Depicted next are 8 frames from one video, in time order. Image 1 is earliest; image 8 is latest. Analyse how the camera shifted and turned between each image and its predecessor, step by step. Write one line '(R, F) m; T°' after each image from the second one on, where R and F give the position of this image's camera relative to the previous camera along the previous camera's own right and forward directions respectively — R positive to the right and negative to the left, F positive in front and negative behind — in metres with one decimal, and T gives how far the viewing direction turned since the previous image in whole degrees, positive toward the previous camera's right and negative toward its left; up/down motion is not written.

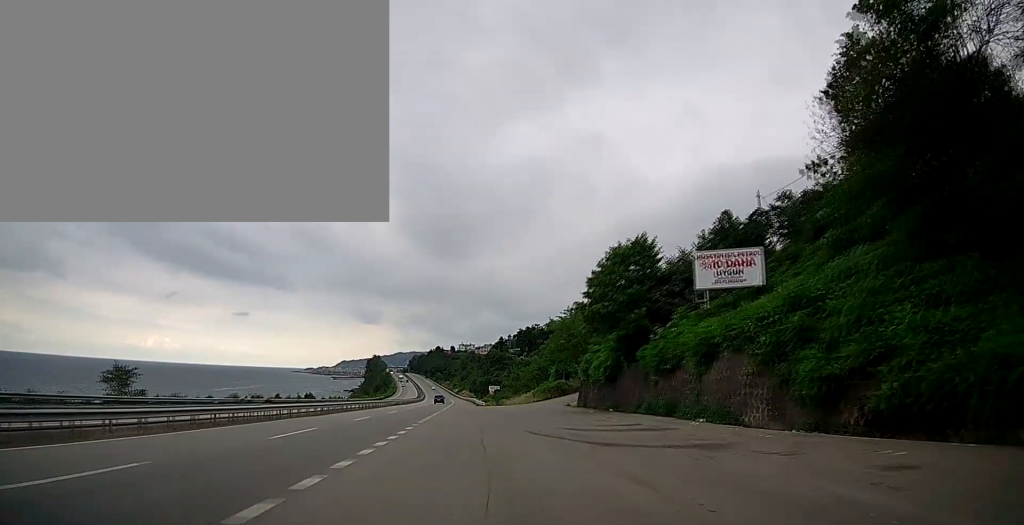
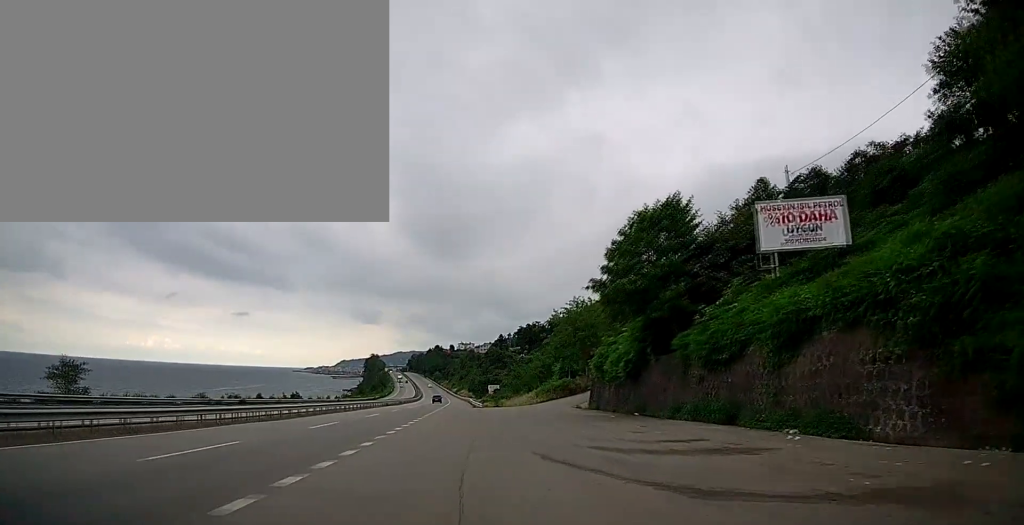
(0.0, +6.9) m; +1°
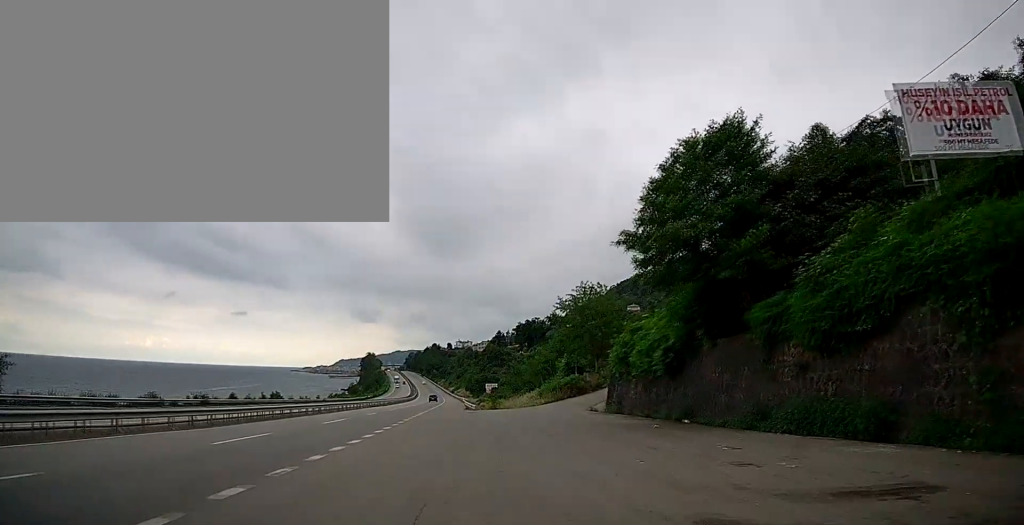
(+0.1, +8.0) m; +1°
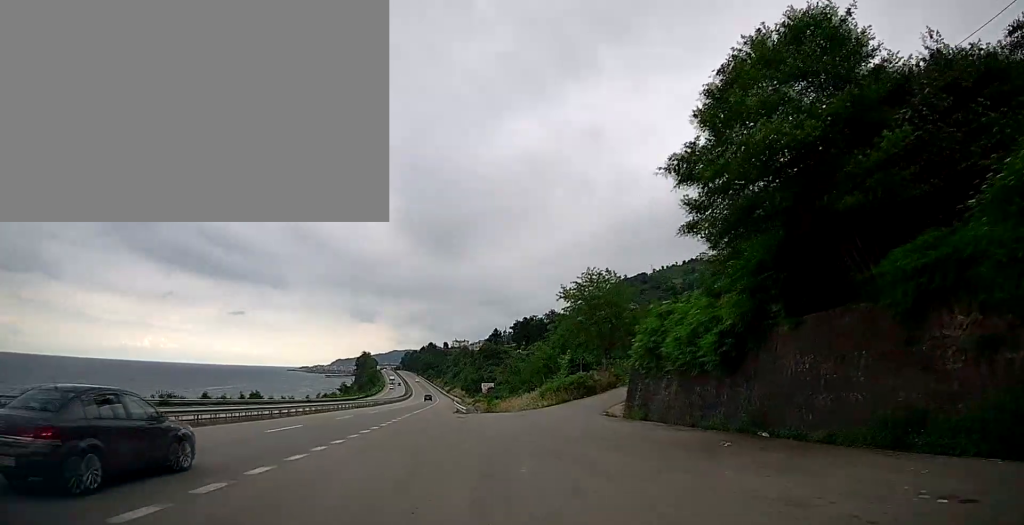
(+0.1, +6.5) m; 0°
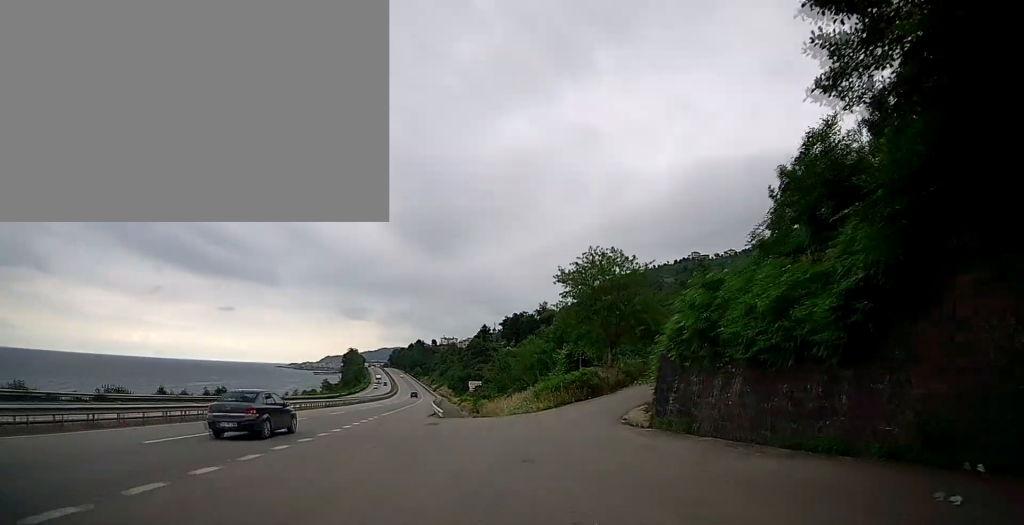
(-0.1, +7.1) m; -1°
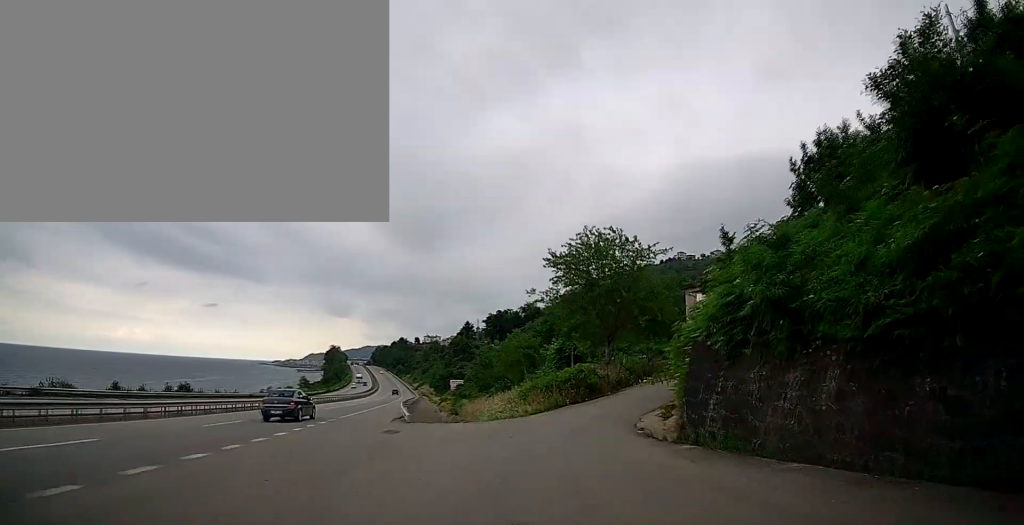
(0.0, +5.2) m; +2°
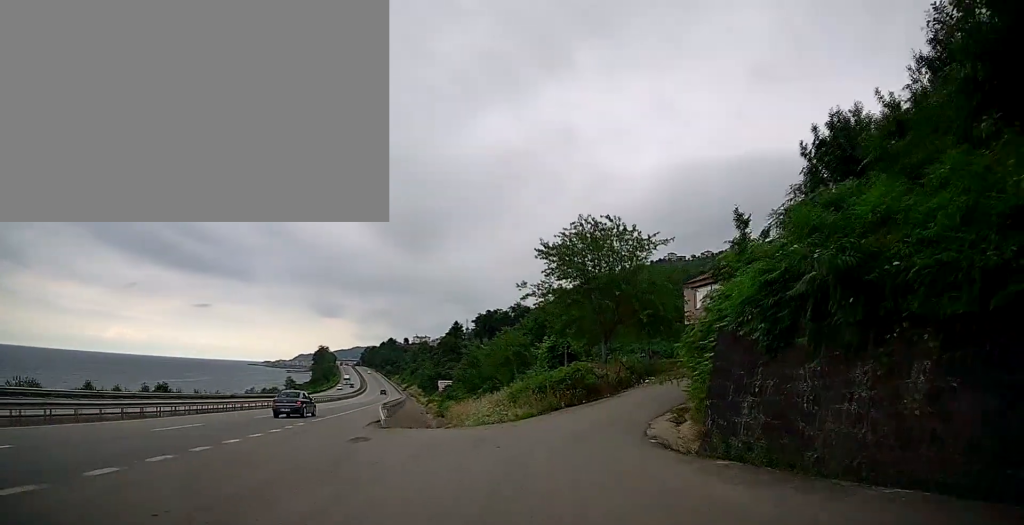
(-0.1, +3.0) m; +2°
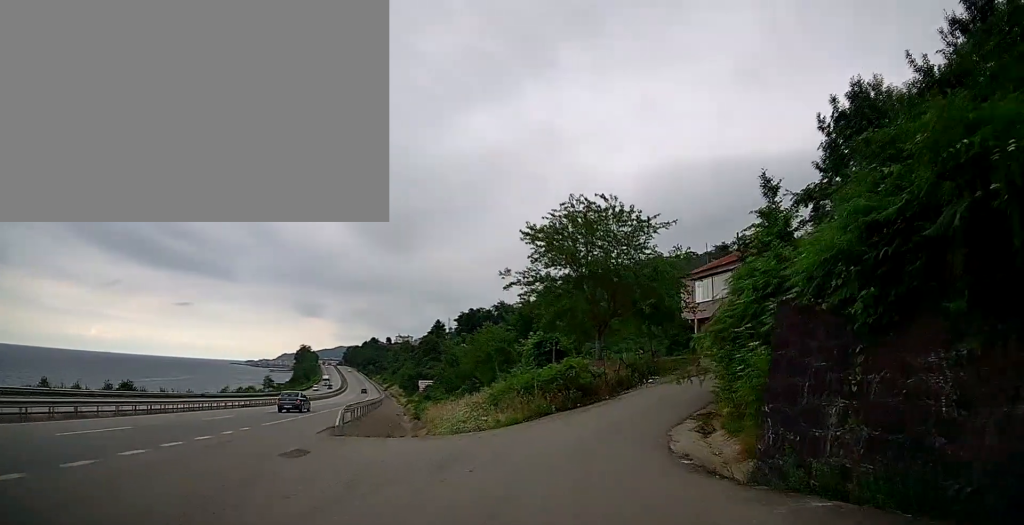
(+0.3, +3.6) m; +3°
